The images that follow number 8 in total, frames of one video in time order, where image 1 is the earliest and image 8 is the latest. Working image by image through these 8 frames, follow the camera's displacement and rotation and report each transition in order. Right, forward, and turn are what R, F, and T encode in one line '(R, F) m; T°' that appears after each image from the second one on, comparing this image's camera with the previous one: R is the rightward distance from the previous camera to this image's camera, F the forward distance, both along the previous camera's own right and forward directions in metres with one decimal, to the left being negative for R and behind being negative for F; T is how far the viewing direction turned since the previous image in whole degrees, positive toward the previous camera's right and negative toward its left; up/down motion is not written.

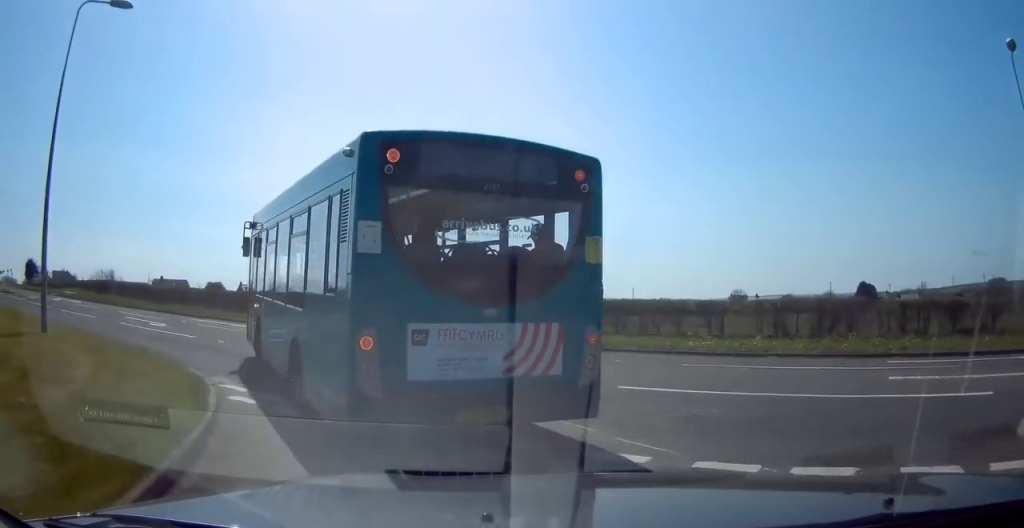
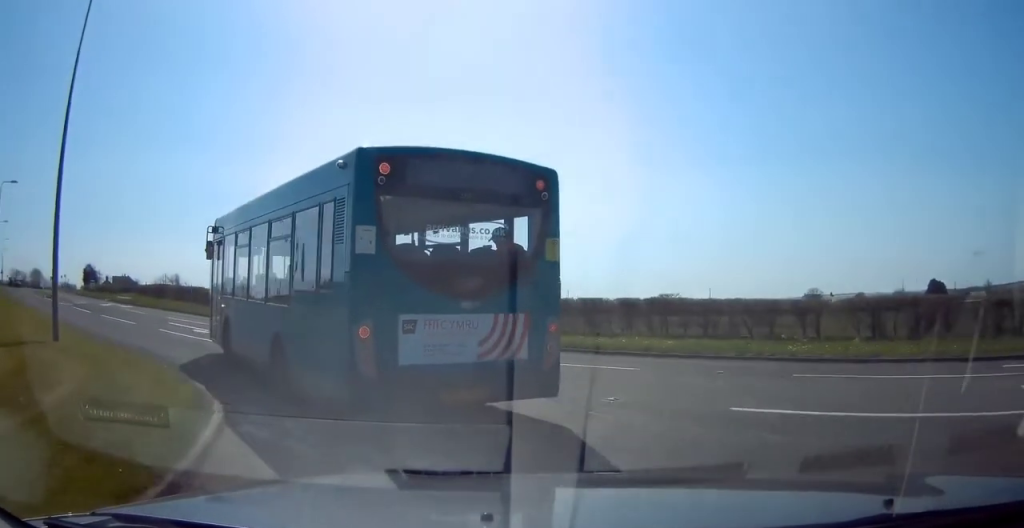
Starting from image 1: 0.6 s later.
(0.0, +1.7) m; 0°
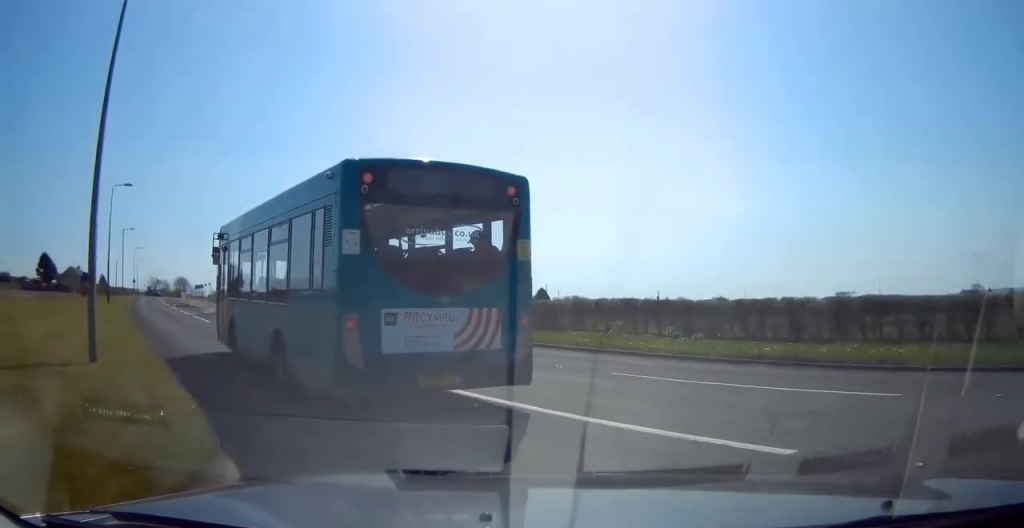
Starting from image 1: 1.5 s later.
(0.0, +3.2) m; -1°
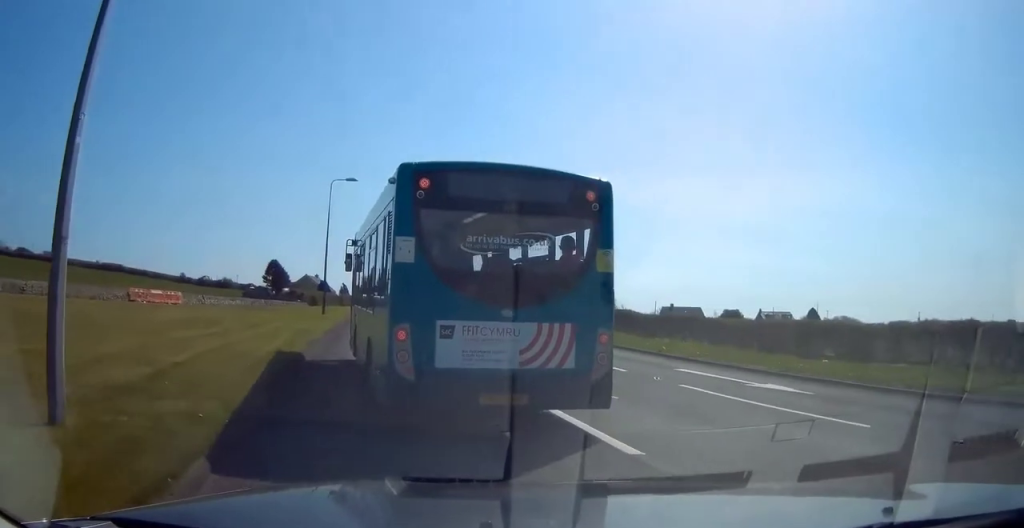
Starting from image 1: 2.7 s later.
(-0.1, +5.0) m; -17°
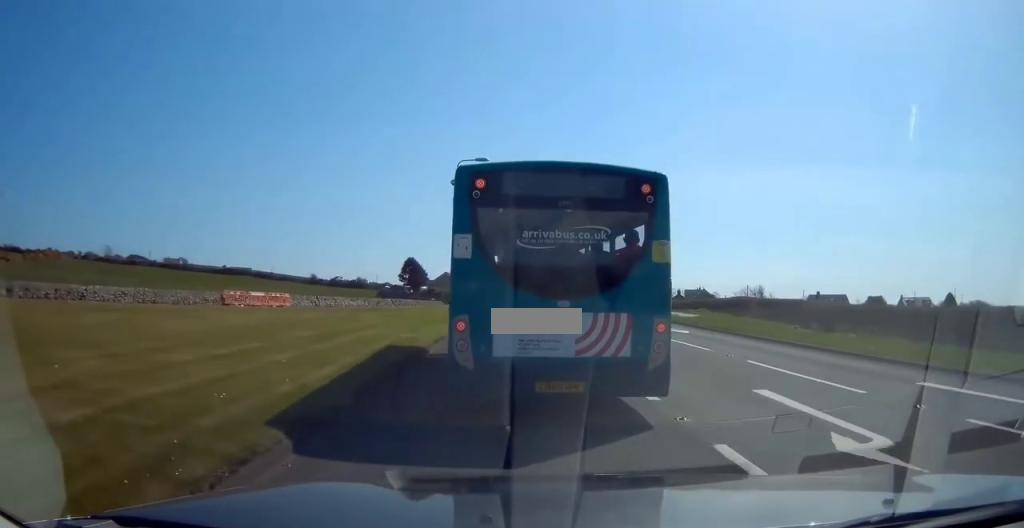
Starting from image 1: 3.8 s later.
(-1.5, +5.3) m; -22°
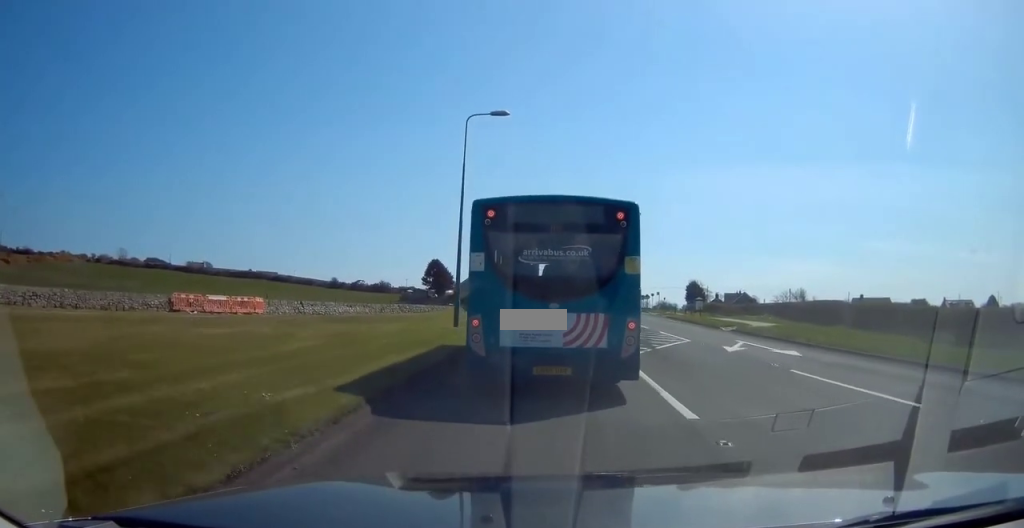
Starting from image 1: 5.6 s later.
(-0.9, +11.8) m; -5°
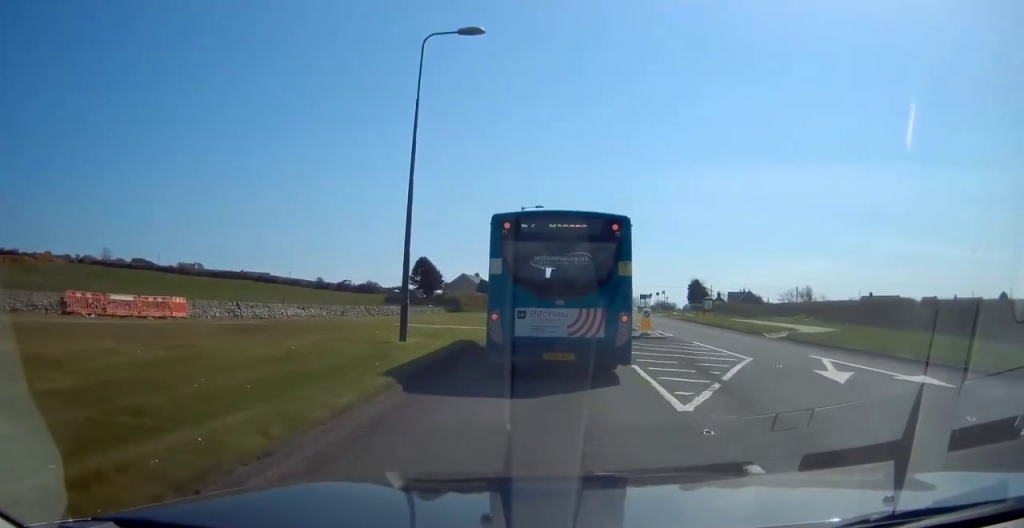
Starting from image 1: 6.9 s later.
(0.0, +9.6) m; 0°
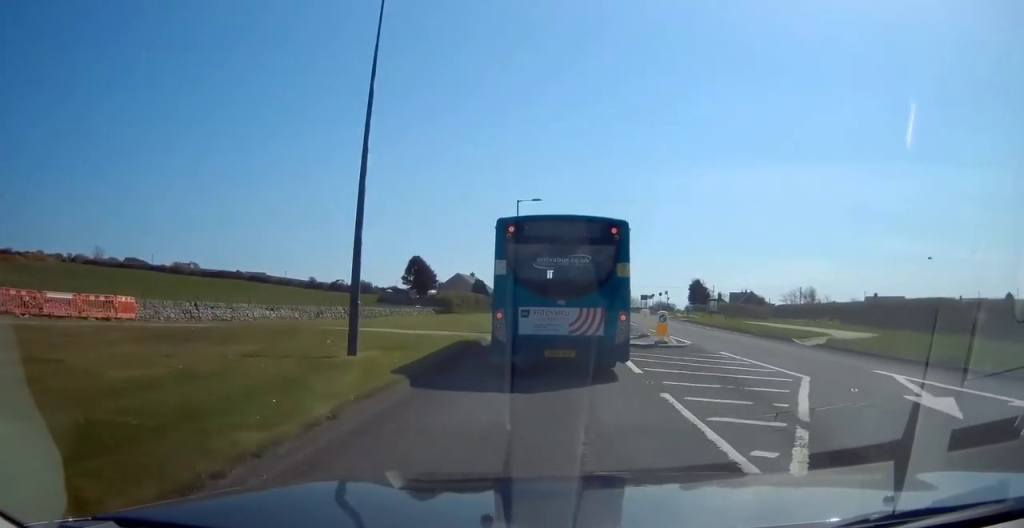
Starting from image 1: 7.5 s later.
(0.0, +4.6) m; 0°
